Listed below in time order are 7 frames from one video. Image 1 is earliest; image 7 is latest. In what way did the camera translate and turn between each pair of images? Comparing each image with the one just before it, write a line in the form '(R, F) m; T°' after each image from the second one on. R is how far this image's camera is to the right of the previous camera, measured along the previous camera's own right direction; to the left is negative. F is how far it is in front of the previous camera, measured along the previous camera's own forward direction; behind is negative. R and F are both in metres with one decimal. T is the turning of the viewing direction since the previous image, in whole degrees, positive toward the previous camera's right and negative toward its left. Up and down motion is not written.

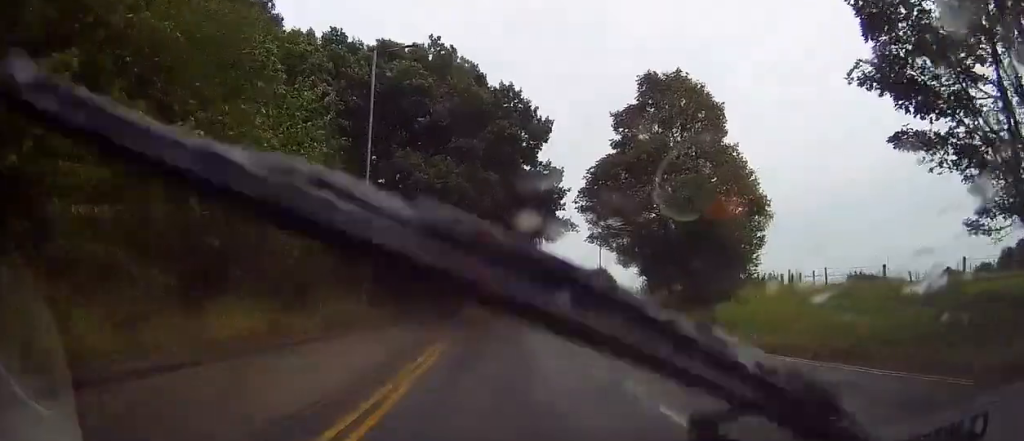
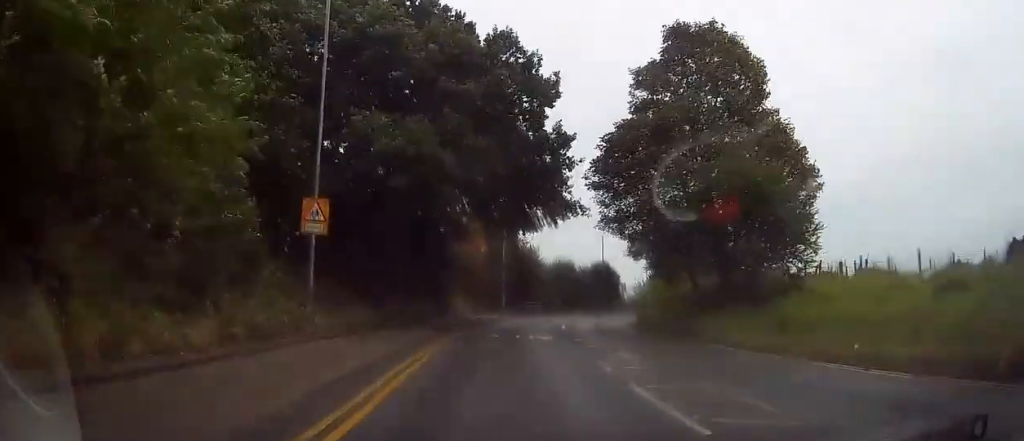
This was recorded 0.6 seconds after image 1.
(+0.2, +6.0) m; 0°
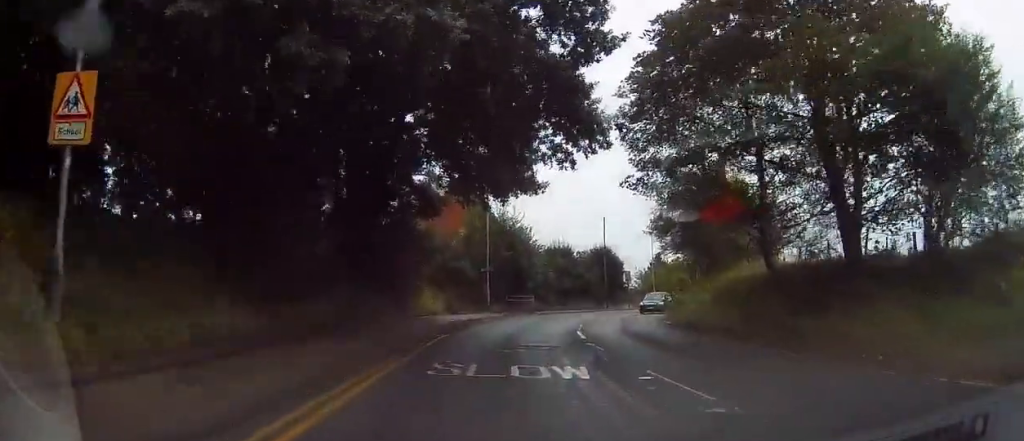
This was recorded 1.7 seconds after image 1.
(-0.1, +10.9) m; 0°
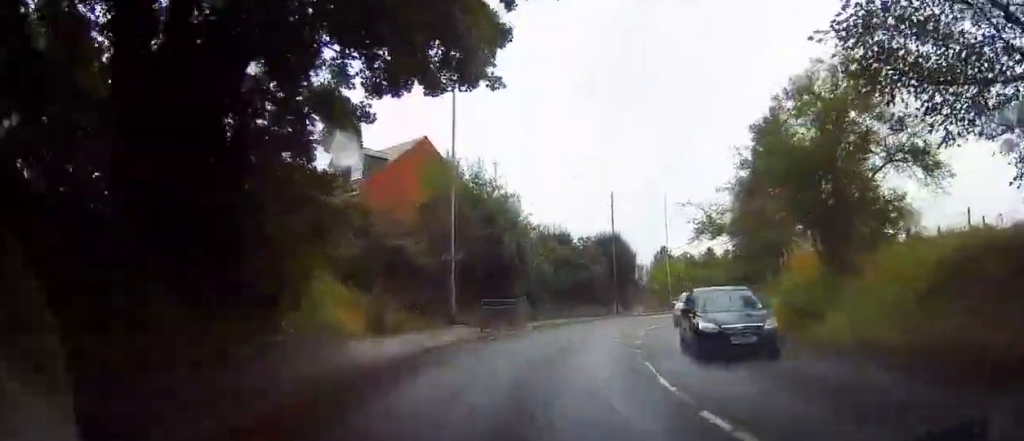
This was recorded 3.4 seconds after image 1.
(+0.4, +16.0) m; +3°
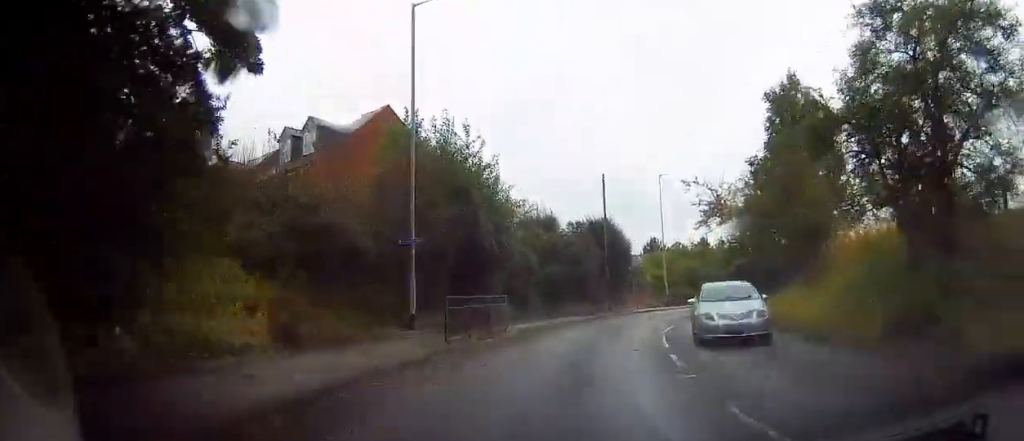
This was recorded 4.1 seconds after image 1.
(+0.1, +6.3) m; 0°
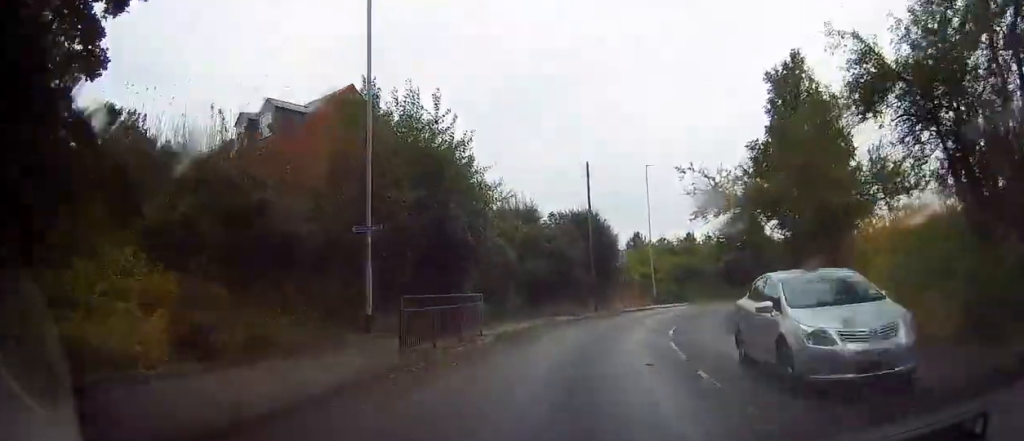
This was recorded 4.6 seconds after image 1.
(-0.1, +3.4) m; +1°
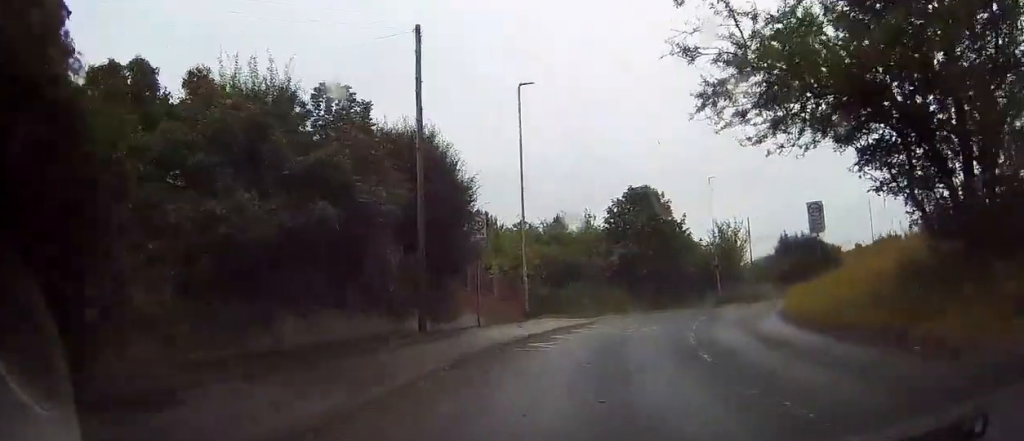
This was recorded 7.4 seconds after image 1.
(+2.6, +21.0) m; +17°
